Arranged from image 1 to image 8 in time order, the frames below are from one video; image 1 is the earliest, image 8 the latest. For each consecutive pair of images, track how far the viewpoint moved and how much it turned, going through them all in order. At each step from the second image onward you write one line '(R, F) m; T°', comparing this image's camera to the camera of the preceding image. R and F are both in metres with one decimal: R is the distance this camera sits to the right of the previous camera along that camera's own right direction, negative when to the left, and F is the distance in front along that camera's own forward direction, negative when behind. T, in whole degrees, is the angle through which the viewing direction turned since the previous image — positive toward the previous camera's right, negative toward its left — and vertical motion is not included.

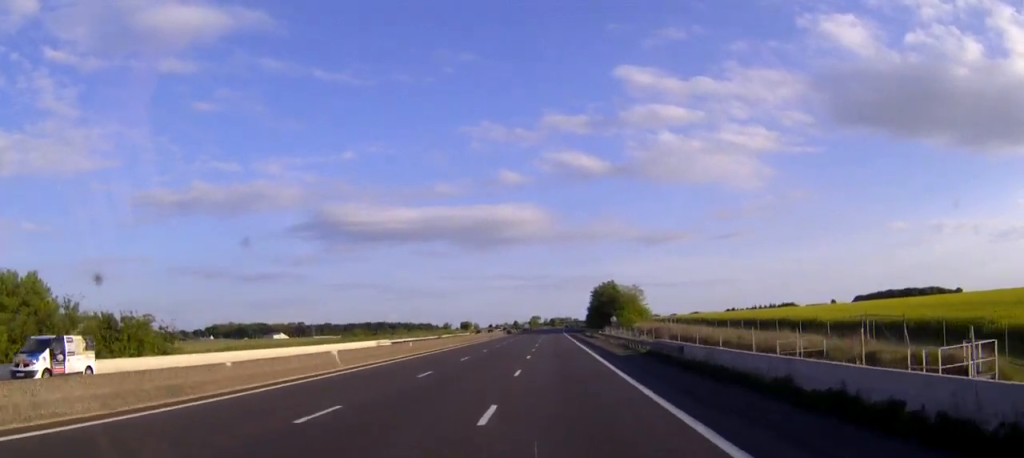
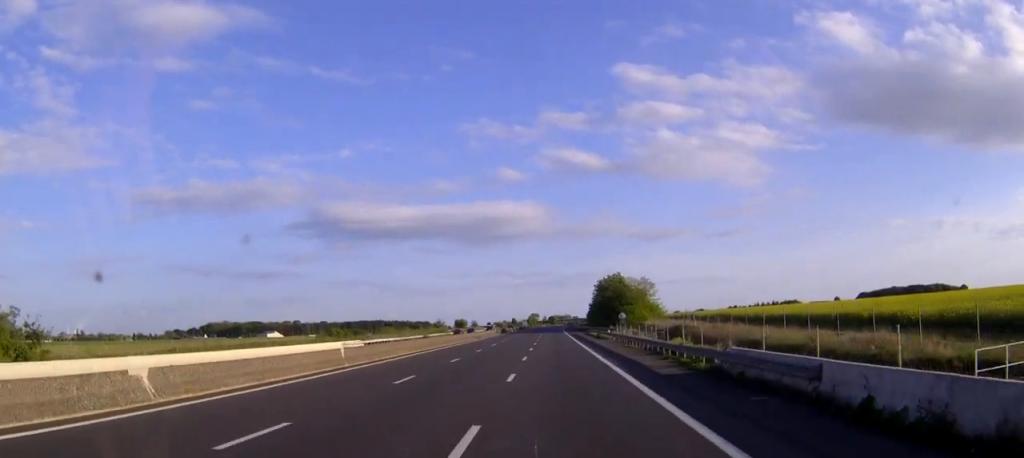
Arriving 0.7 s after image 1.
(0.0, +16.5) m; 0°
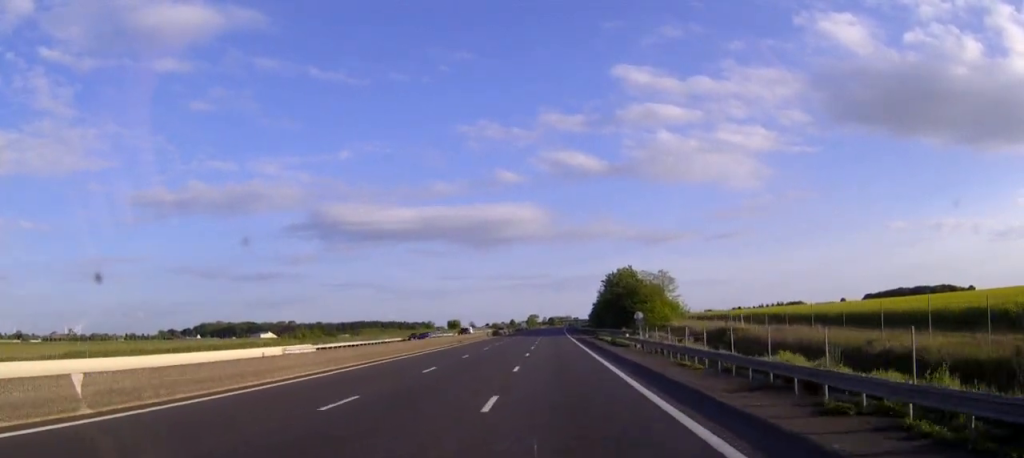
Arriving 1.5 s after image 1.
(0.0, +20.7) m; 0°
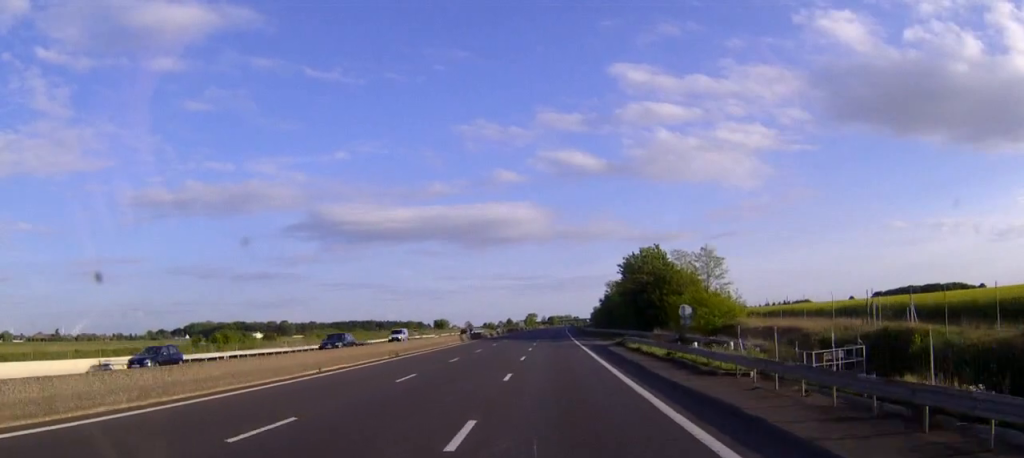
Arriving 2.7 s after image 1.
(+0.1, +30.7) m; 0°
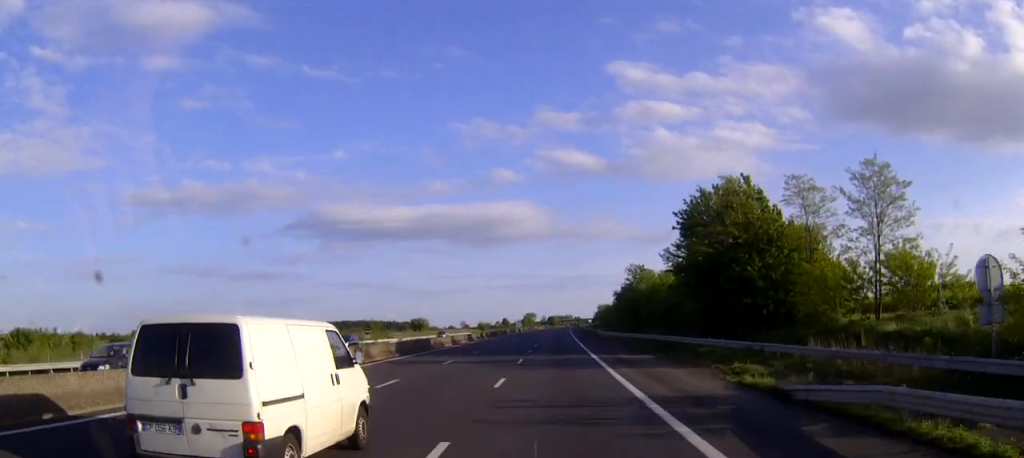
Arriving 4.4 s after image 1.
(0.0, +41.5) m; 0°
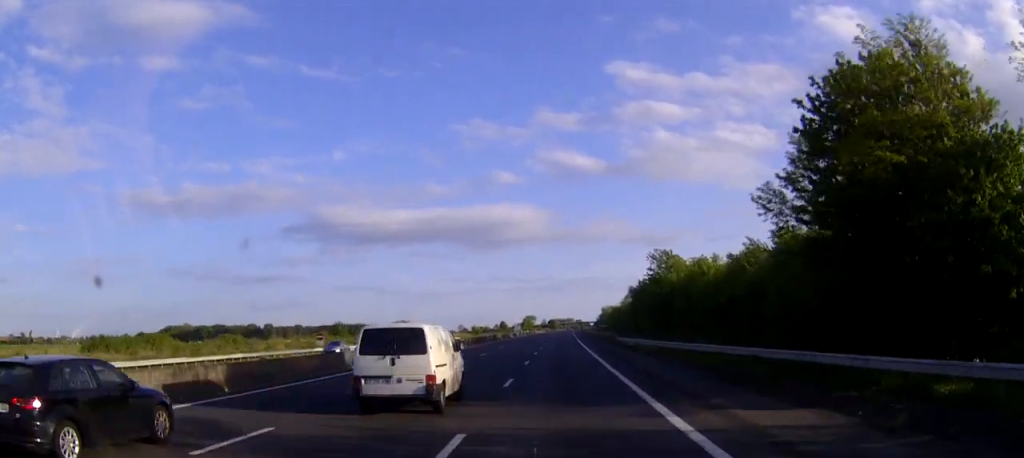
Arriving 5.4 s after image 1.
(0.0, +24.9) m; 0°
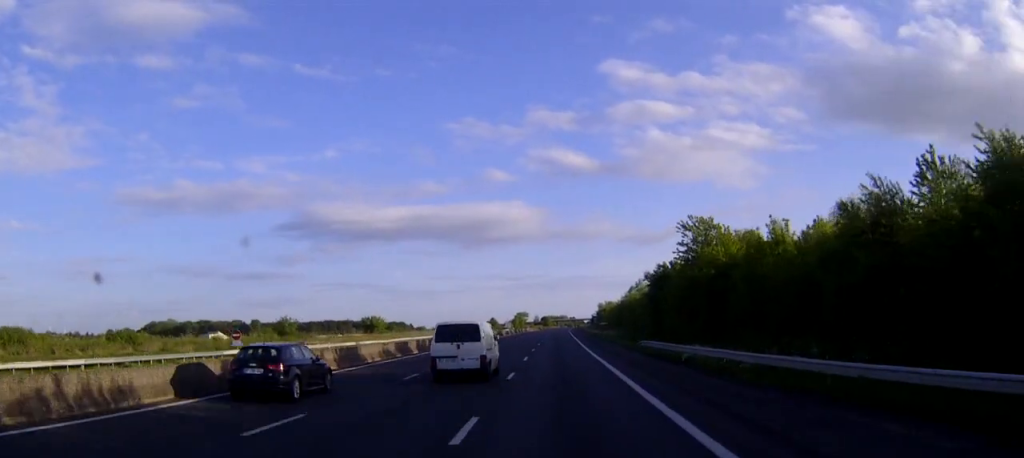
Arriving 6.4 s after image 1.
(0.0, +24.1) m; 0°
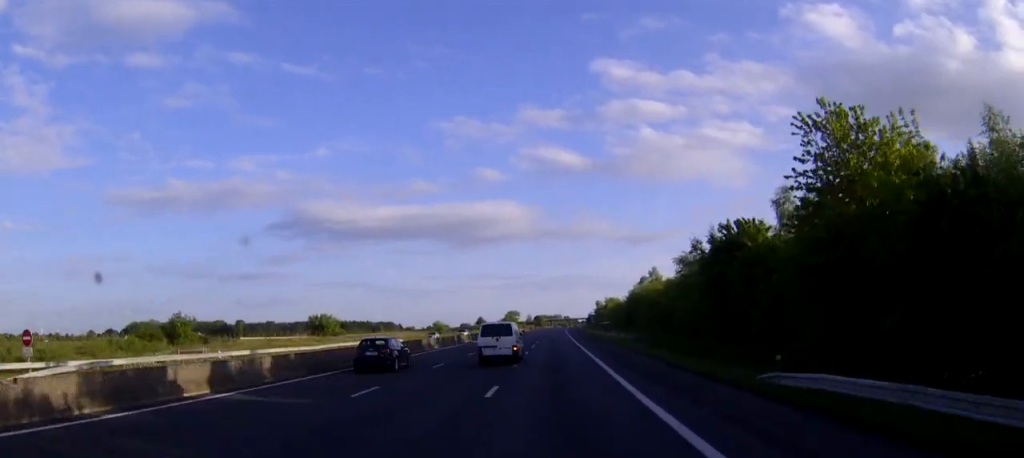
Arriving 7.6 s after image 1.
(+0.1, +31.5) m; +1°
